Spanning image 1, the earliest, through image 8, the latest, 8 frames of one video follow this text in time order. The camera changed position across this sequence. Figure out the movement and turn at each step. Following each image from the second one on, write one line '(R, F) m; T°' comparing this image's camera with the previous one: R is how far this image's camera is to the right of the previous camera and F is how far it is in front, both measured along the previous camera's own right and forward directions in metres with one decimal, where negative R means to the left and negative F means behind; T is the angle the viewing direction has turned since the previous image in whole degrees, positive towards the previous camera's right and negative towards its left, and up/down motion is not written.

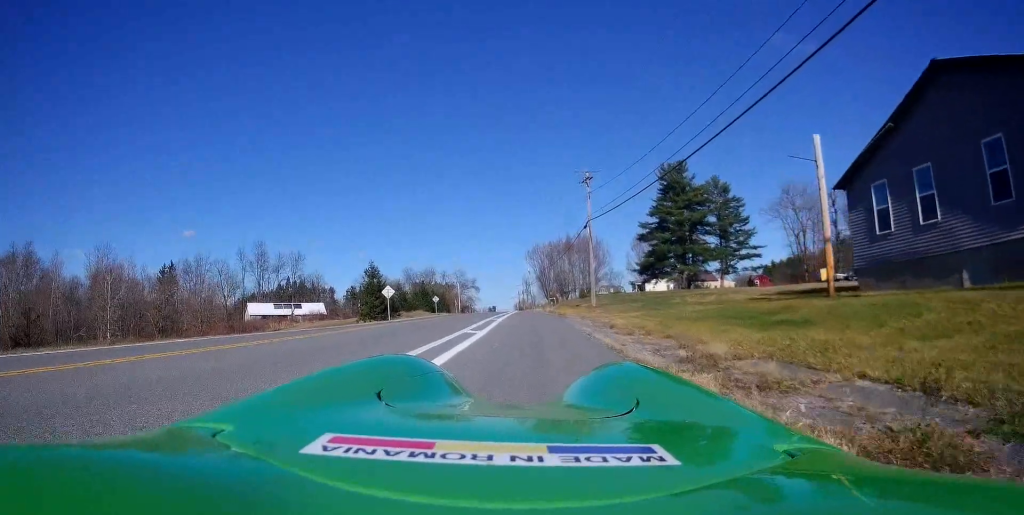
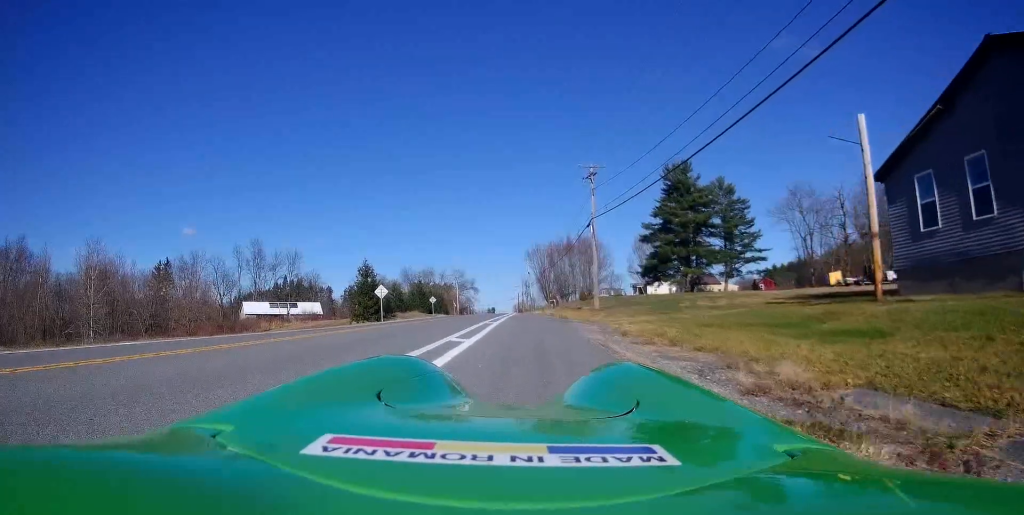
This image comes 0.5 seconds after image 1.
(0.0, +2.5) m; -1°
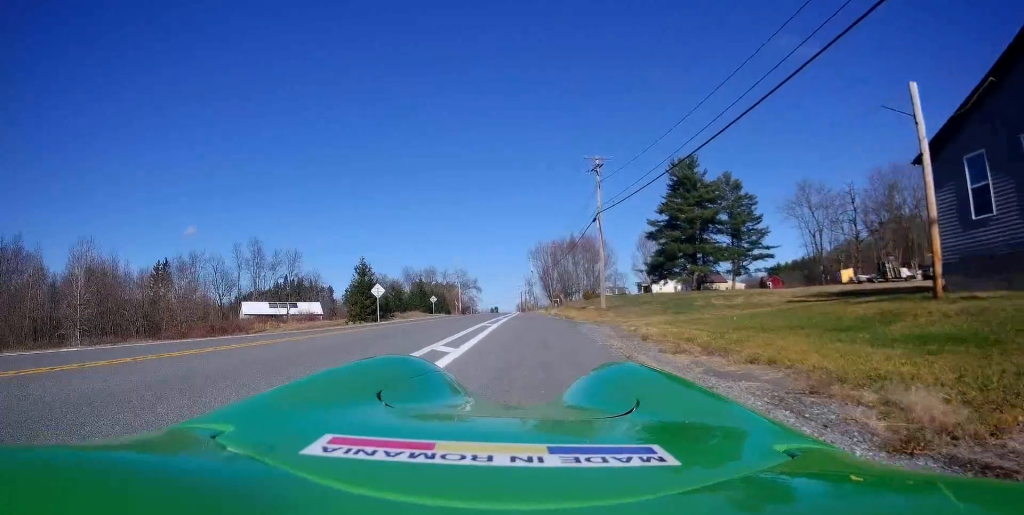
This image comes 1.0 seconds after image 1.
(0.0, +2.2) m; 0°
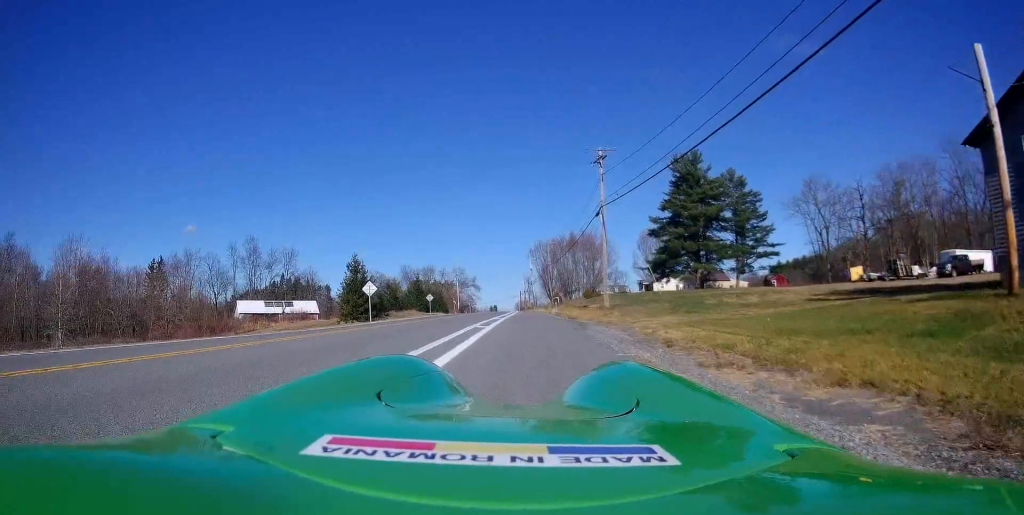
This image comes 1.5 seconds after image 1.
(0.0, +2.4) m; 0°
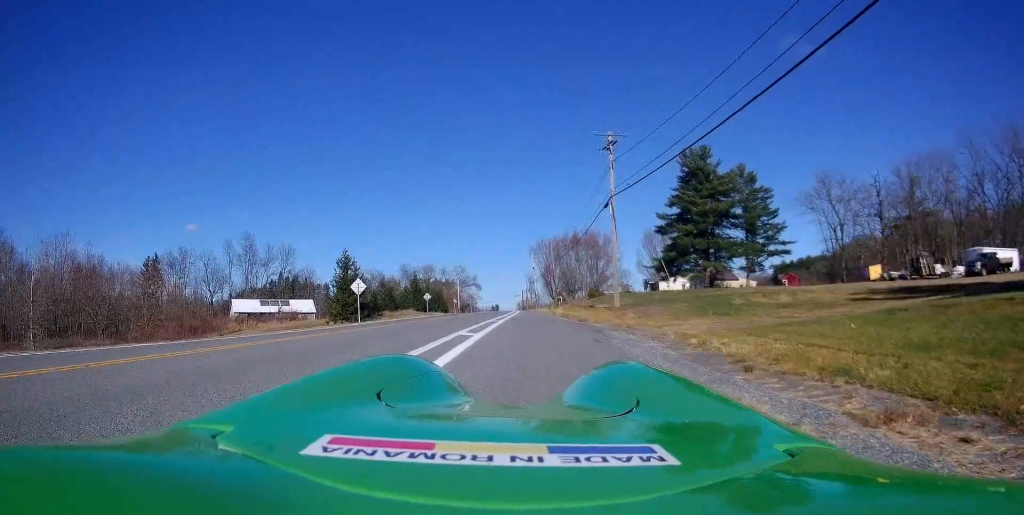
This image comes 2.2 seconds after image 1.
(0.0, +3.8) m; 0°
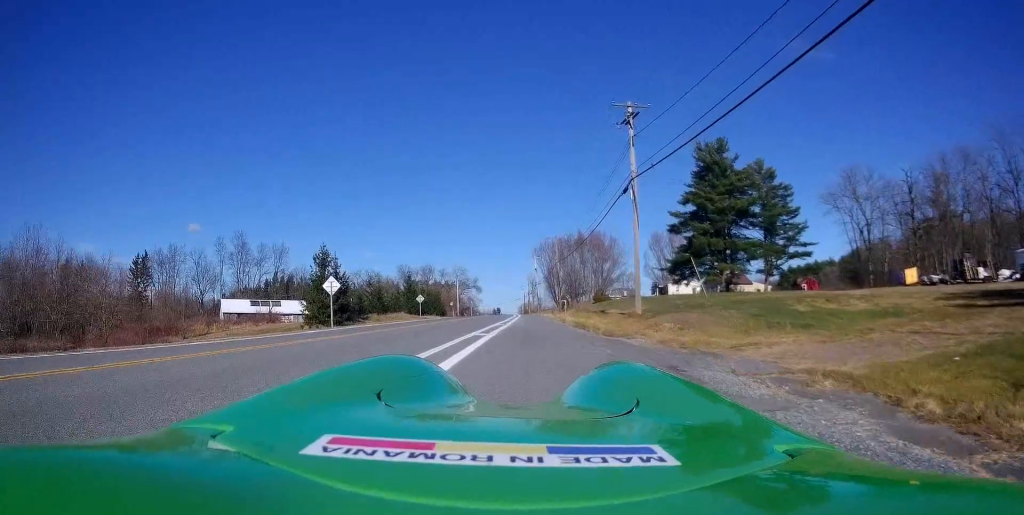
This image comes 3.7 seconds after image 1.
(0.0, +6.9) m; +2°
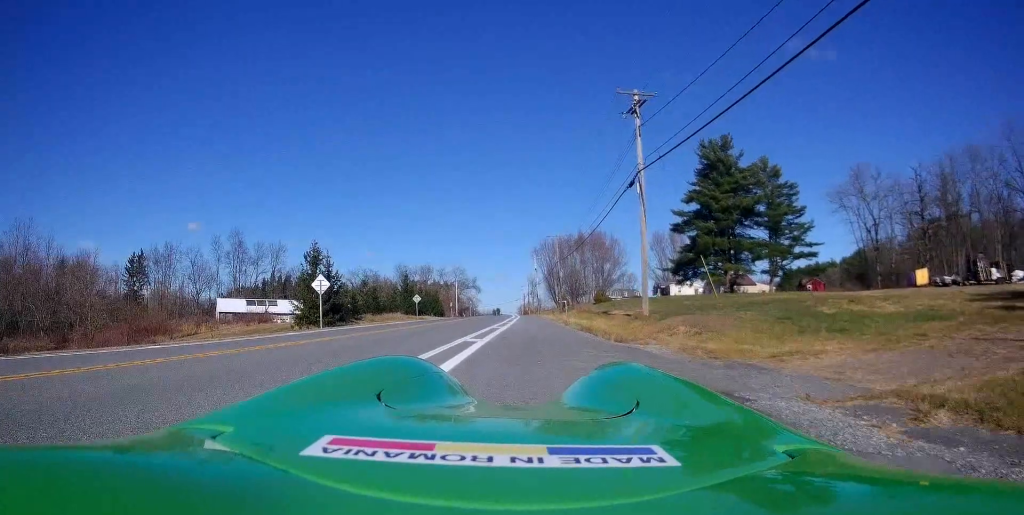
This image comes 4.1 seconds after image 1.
(-0.1, +2.0) m; +2°
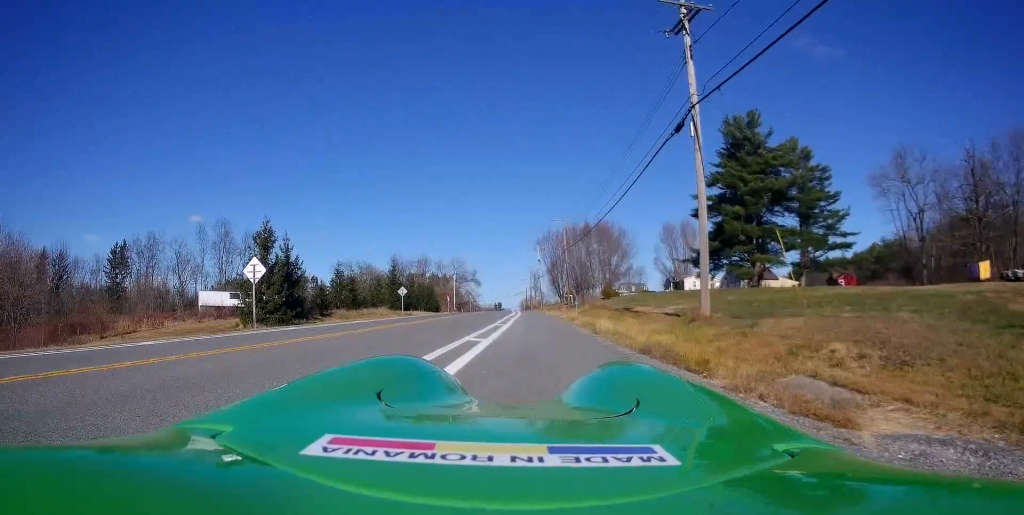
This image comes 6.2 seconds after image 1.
(+0.1, +9.6) m; -4°
